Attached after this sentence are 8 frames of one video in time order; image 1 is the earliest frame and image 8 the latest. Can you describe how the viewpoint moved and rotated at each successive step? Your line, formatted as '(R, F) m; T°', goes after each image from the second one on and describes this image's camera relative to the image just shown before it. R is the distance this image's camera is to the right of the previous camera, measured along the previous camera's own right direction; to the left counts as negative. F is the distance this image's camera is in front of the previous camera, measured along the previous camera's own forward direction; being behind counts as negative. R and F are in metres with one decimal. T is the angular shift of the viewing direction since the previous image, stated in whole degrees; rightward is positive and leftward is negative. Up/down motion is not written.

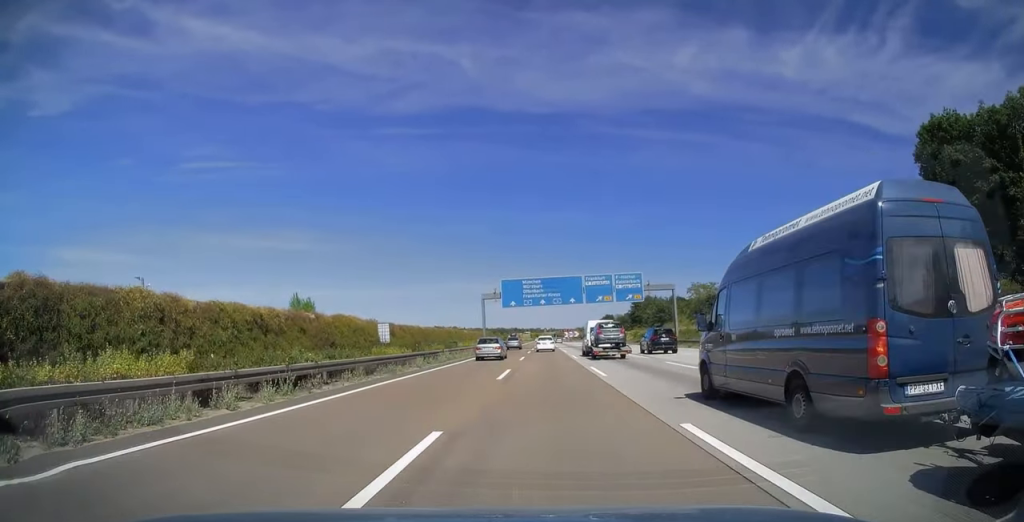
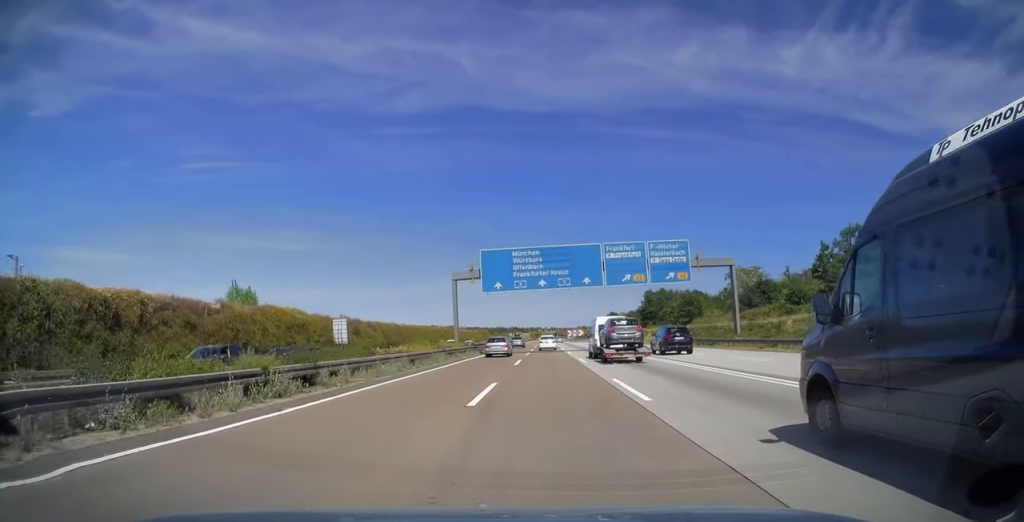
(+0.1, +26.0) m; 0°
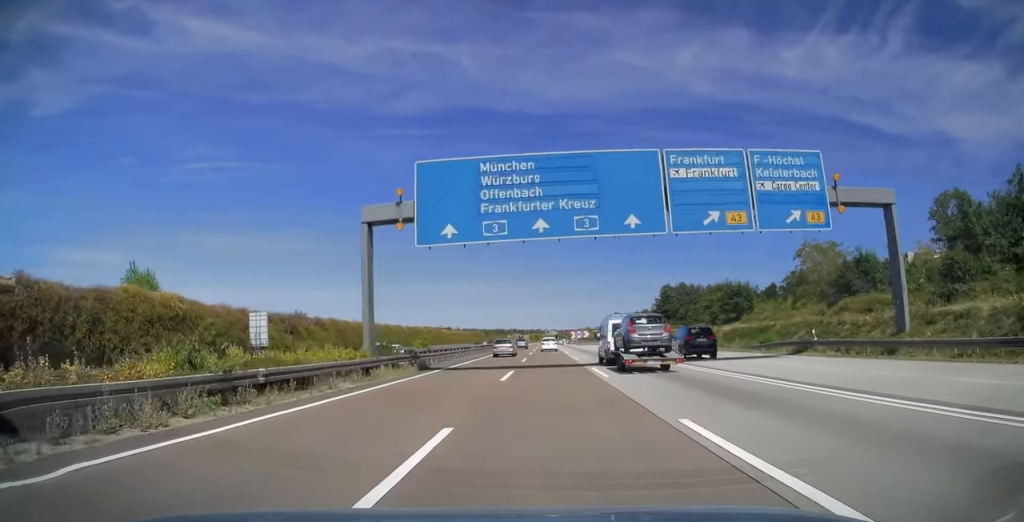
(-0.2, +27.7) m; -1°
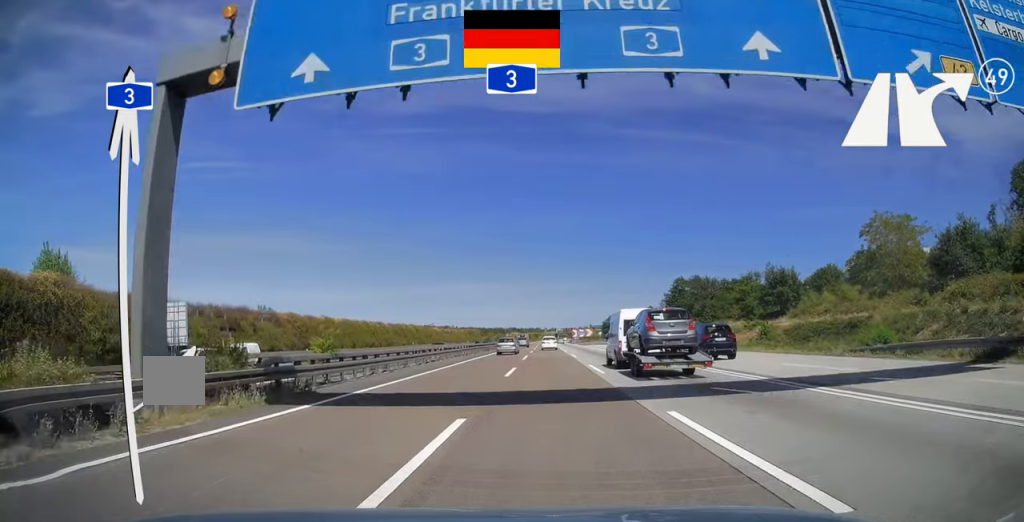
(-0.1, +16.1) m; 0°
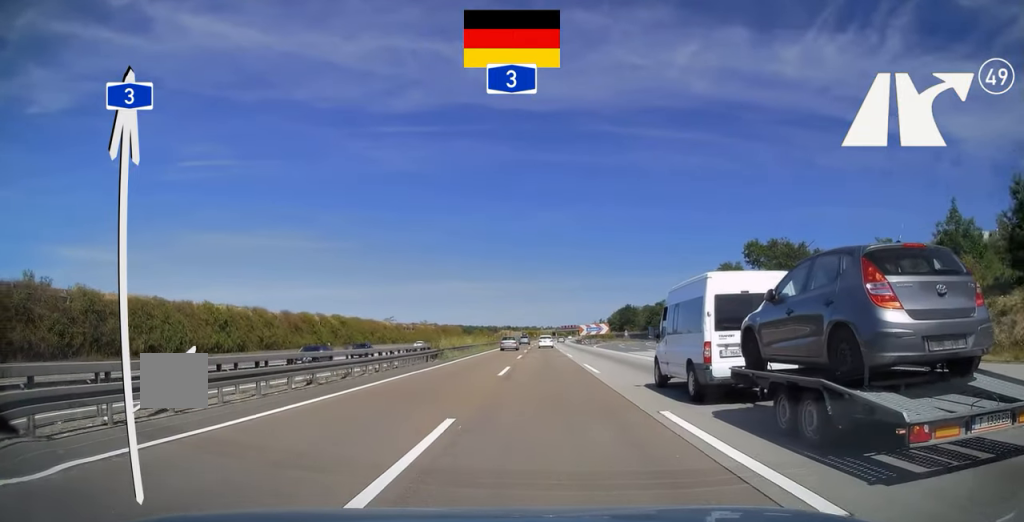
(+0.2, +54.4) m; 0°
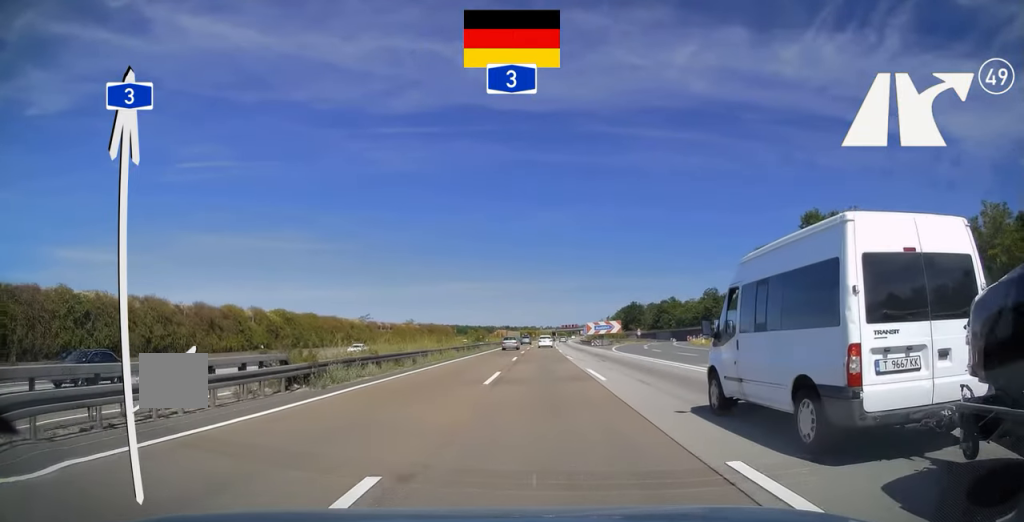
(0.0, +22.0) m; 0°
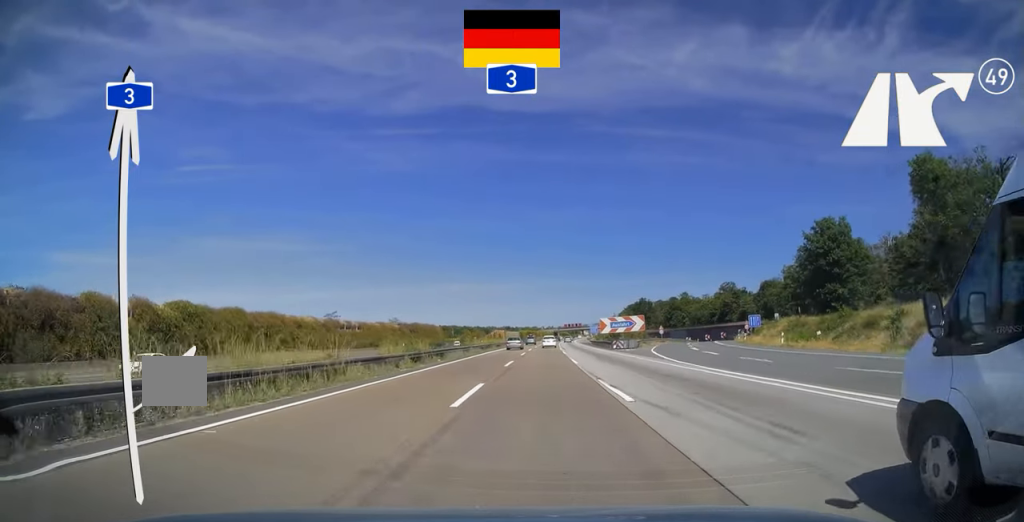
(+0.1, +23.9) m; 0°
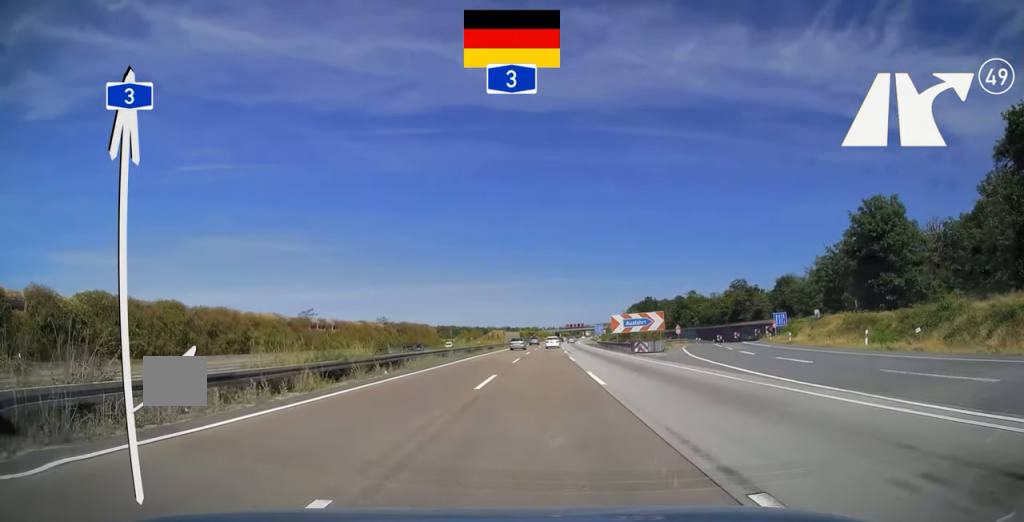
(+0.2, +13.2) m; 0°
